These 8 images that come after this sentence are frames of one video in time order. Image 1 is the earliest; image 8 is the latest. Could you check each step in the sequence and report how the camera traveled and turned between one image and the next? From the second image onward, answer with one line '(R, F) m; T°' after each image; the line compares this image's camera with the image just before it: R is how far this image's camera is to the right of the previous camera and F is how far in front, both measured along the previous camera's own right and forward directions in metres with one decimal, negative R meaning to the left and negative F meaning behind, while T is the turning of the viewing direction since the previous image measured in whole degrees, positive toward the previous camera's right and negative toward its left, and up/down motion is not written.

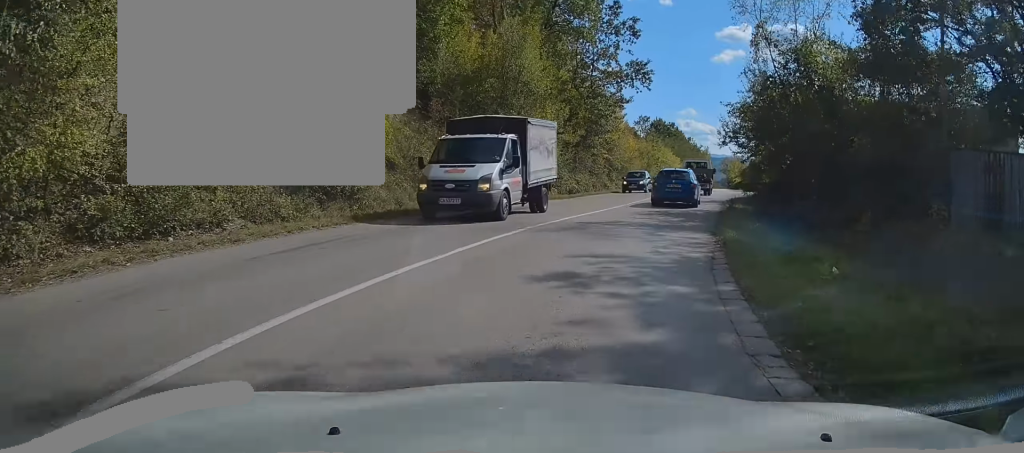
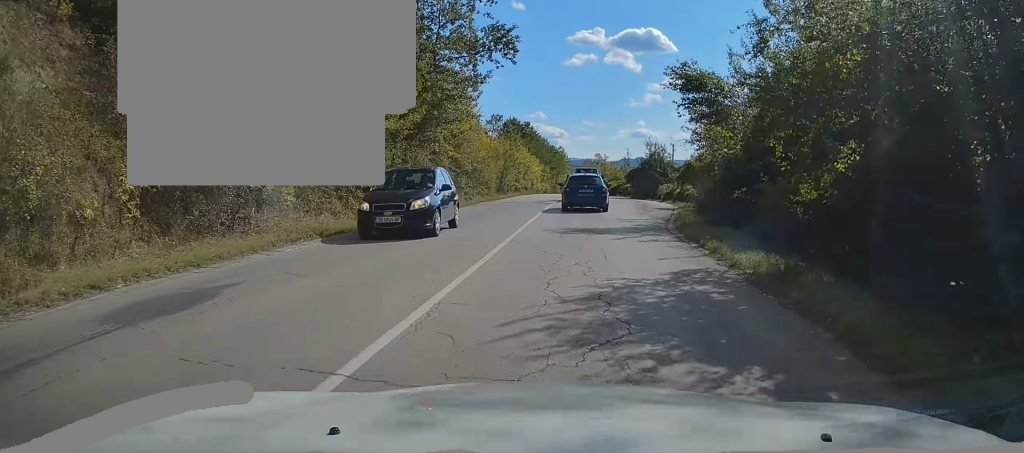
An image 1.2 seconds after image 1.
(+1.8, +14.7) m; +11°
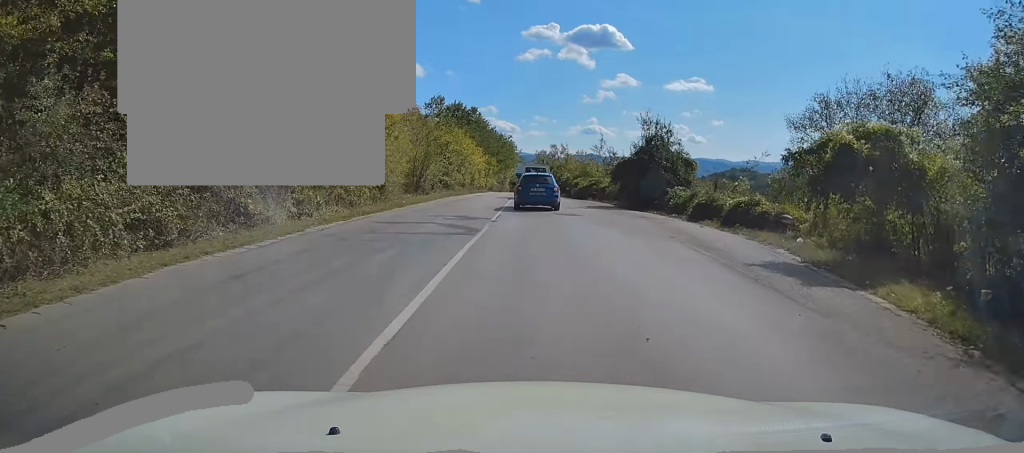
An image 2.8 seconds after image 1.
(+1.6, +20.4) m; +7°
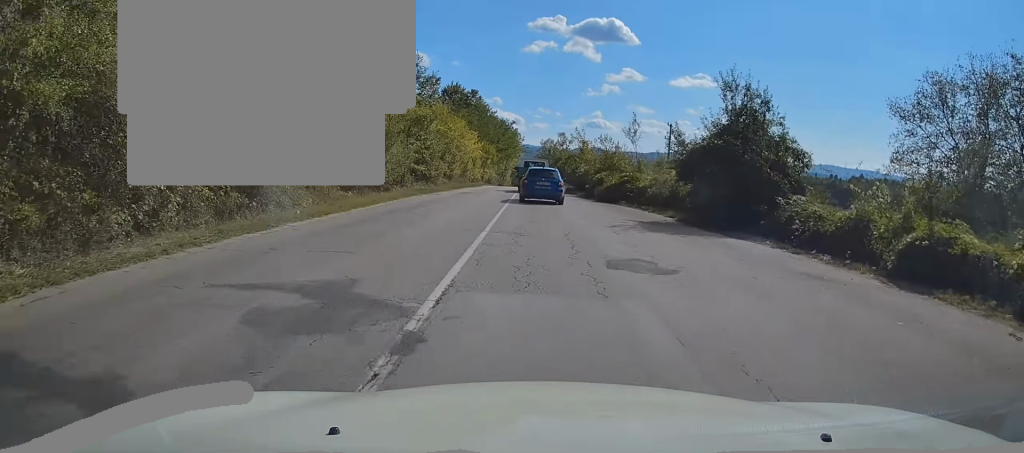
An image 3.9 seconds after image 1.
(+0.4, +14.2) m; +2°
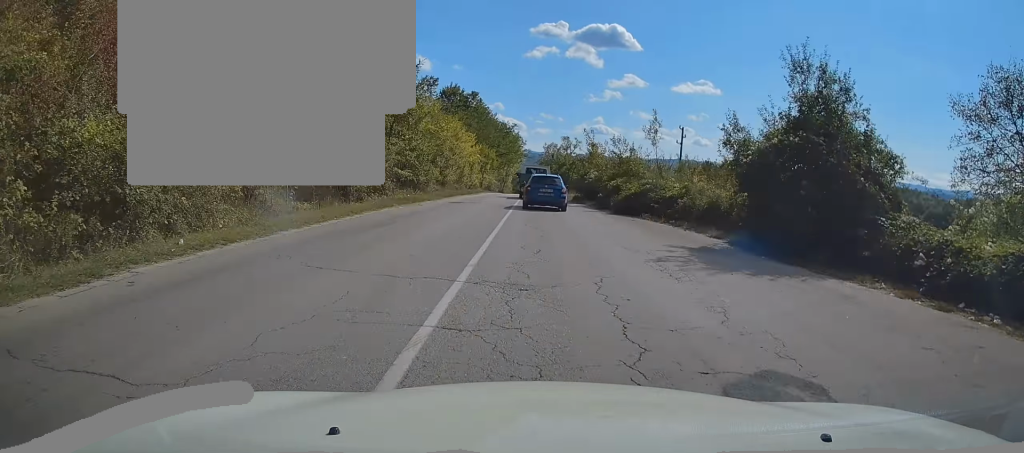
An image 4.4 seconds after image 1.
(0.0, +5.5) m; 0°
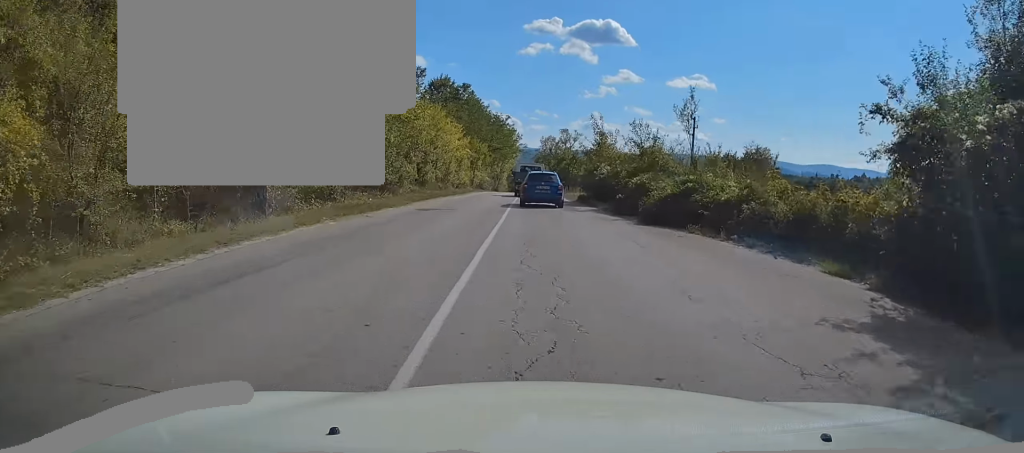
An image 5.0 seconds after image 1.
(0.0, +7.7) m; 0°
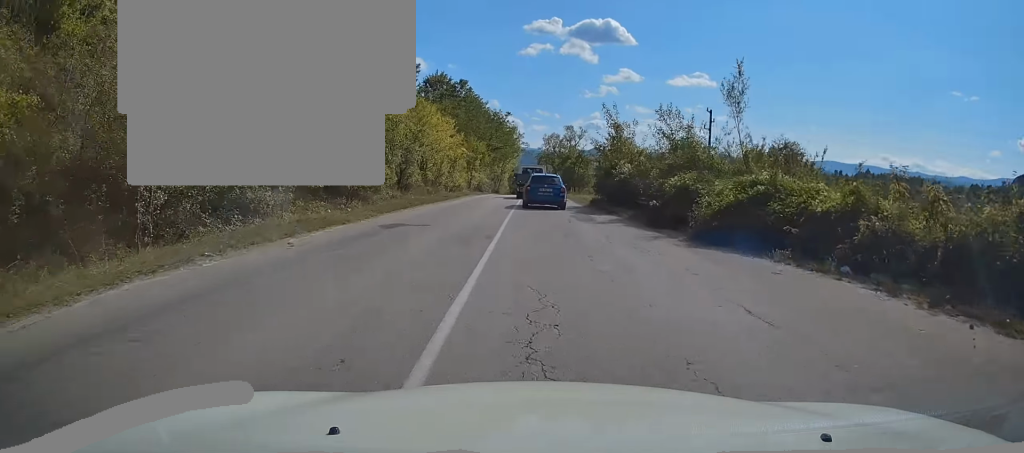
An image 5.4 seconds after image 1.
(0.0, +5.8) m; 0°
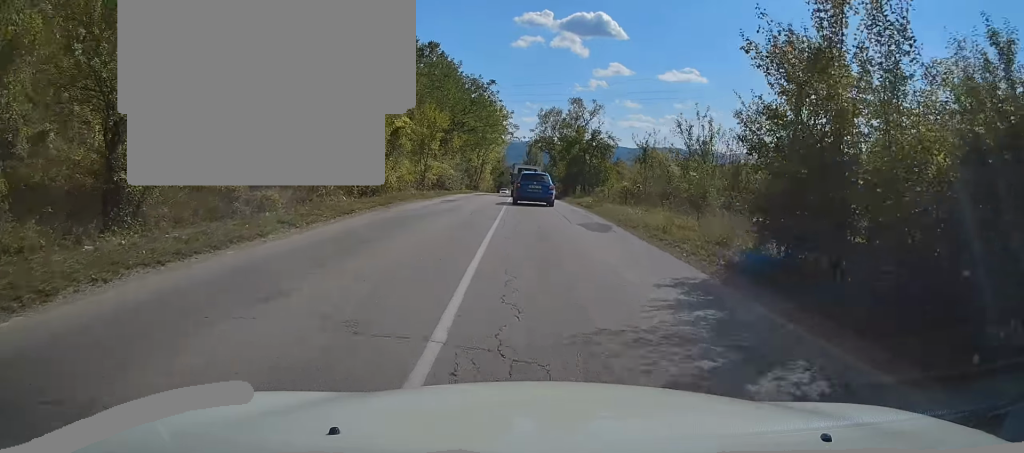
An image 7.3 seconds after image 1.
(-0.1, +23.4) m; 0°
